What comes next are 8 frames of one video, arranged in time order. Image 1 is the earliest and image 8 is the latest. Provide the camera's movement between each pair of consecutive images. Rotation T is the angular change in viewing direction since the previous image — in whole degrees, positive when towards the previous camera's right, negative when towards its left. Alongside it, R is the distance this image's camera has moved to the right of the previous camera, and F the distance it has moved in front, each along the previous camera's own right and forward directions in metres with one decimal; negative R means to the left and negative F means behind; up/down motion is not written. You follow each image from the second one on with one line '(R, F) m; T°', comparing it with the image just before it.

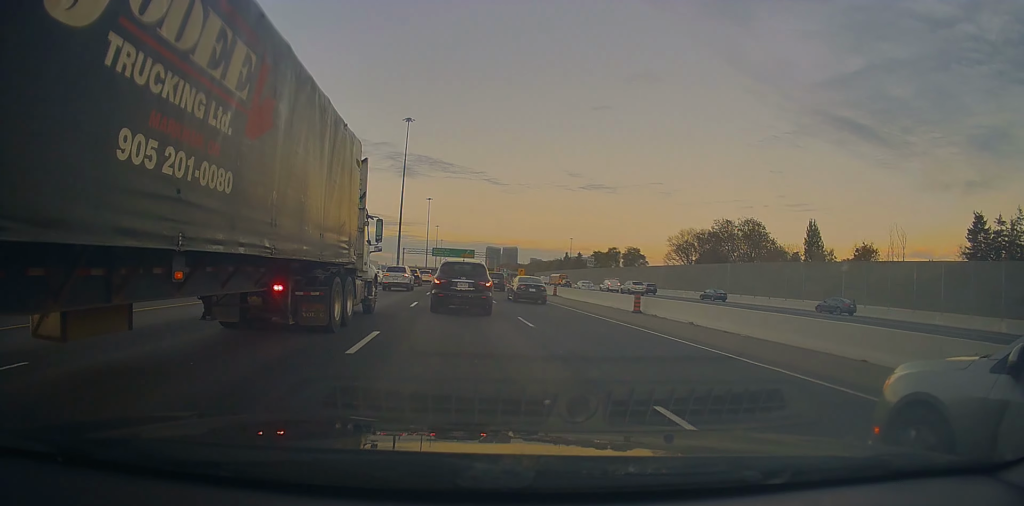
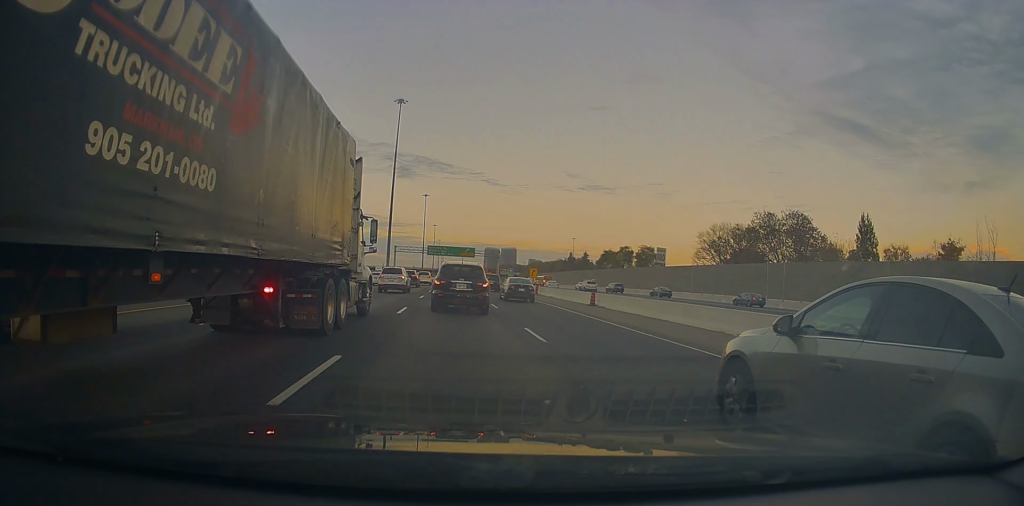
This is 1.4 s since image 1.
(0.0, +15.3) m; -2°
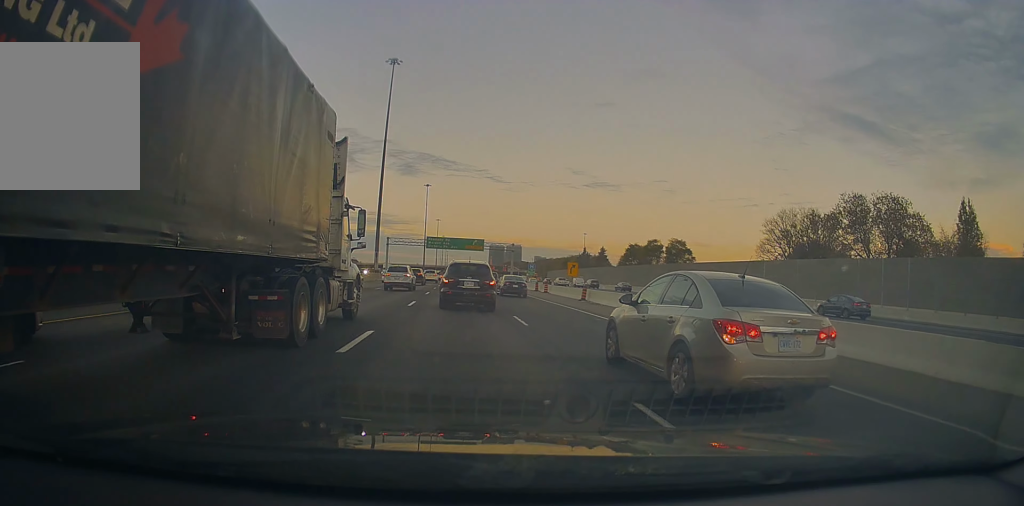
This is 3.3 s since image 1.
(-0.7, +21.0) m; -1°
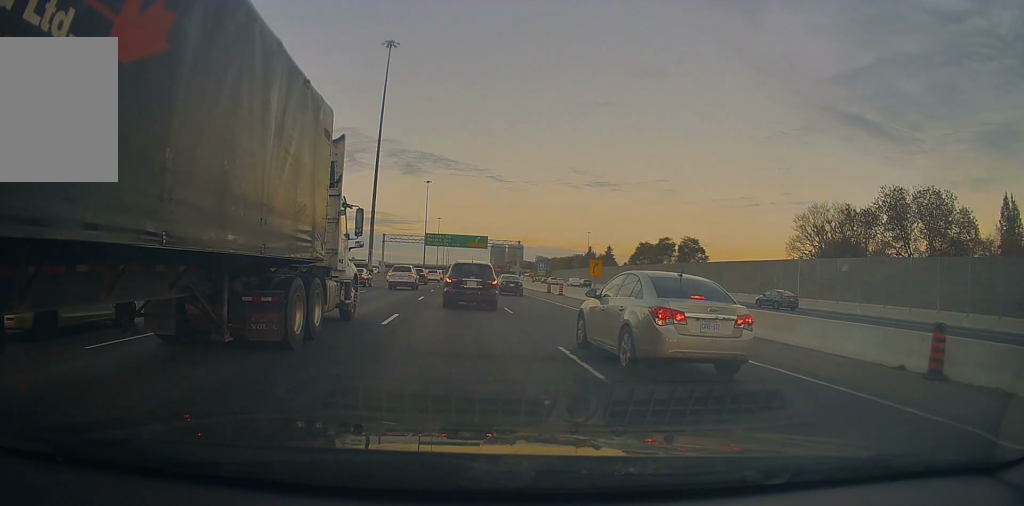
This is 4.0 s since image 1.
(+0.1, +7.7) m; +1°
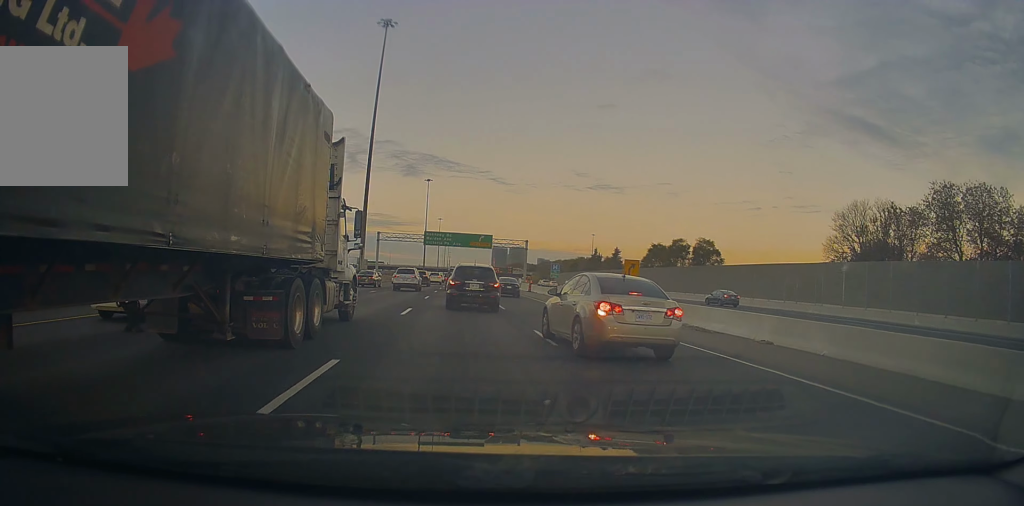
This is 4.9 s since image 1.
(+0.1, +8.6) m; +1°
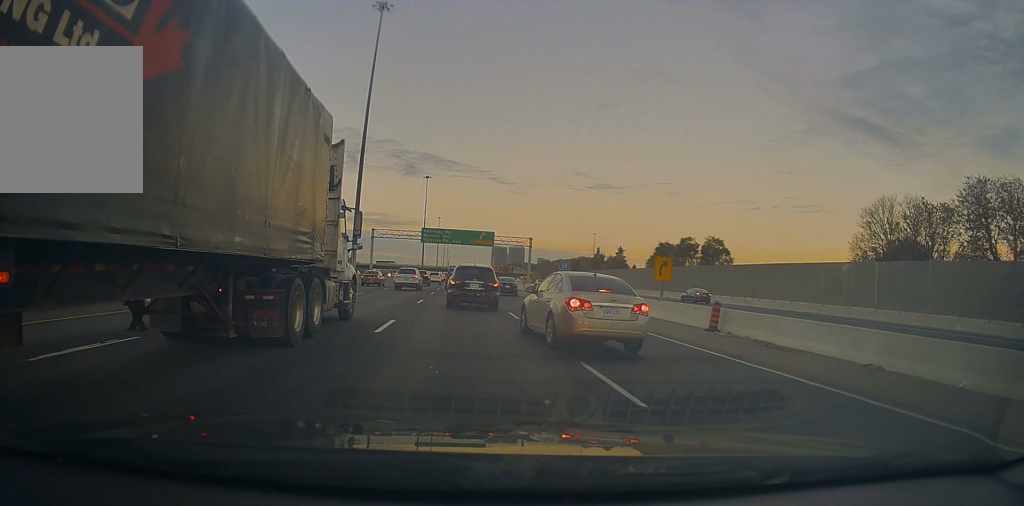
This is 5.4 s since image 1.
(0.0, +5.4) m; +1°
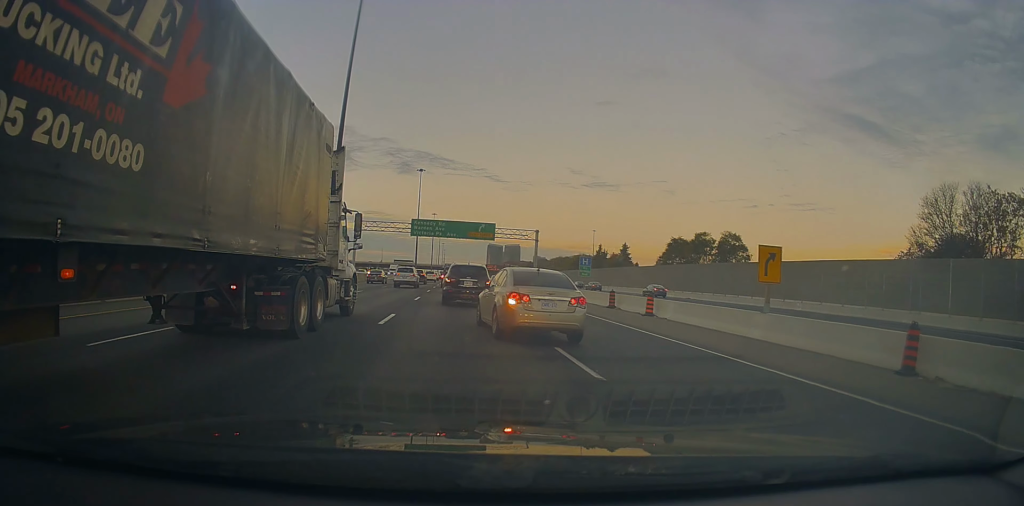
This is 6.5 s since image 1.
(+0.2, +10.6) m; +1°
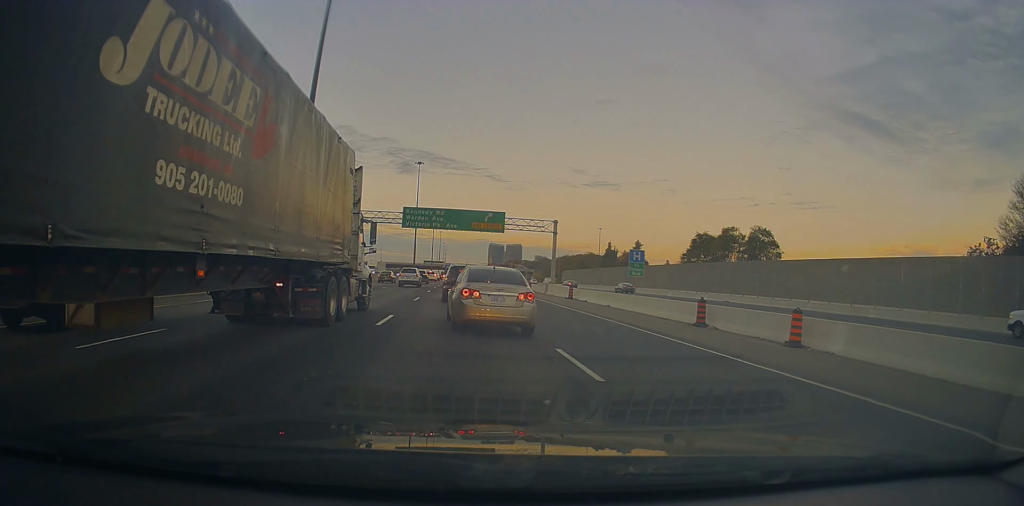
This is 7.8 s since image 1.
(-0.4, +12.4) m; -3°
